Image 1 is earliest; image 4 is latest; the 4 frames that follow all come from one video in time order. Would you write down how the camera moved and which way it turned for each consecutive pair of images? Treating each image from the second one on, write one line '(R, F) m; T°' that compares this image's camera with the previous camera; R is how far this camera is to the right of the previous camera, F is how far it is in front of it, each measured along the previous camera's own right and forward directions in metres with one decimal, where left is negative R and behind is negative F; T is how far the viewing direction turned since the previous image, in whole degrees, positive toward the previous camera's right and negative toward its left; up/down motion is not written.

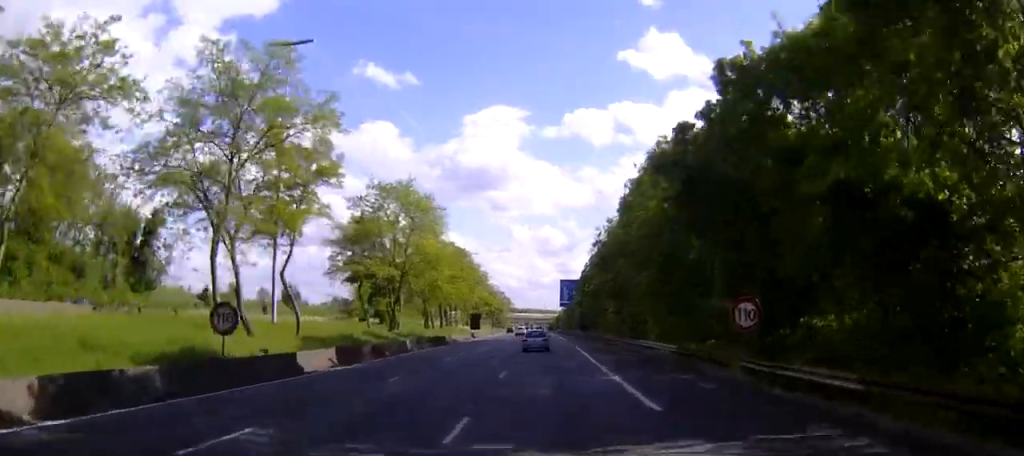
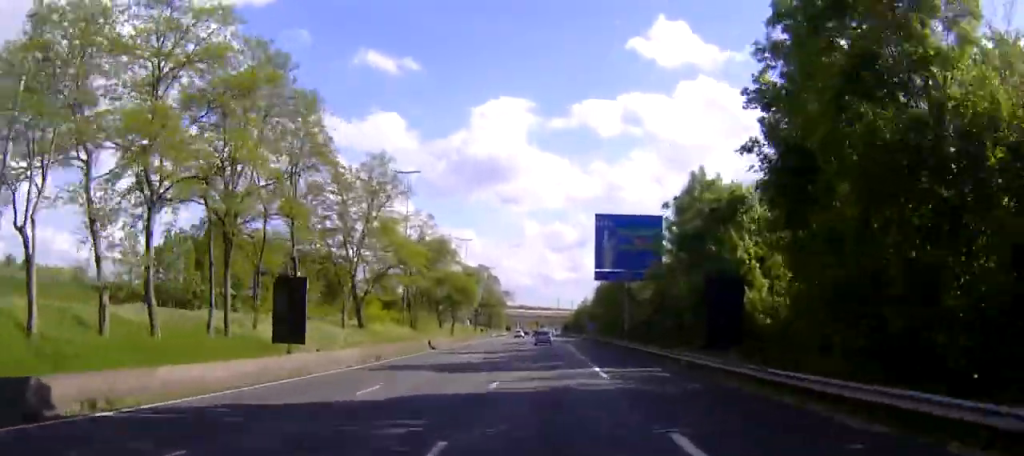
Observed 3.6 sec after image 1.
(-0.4, +95.3) m; -1°
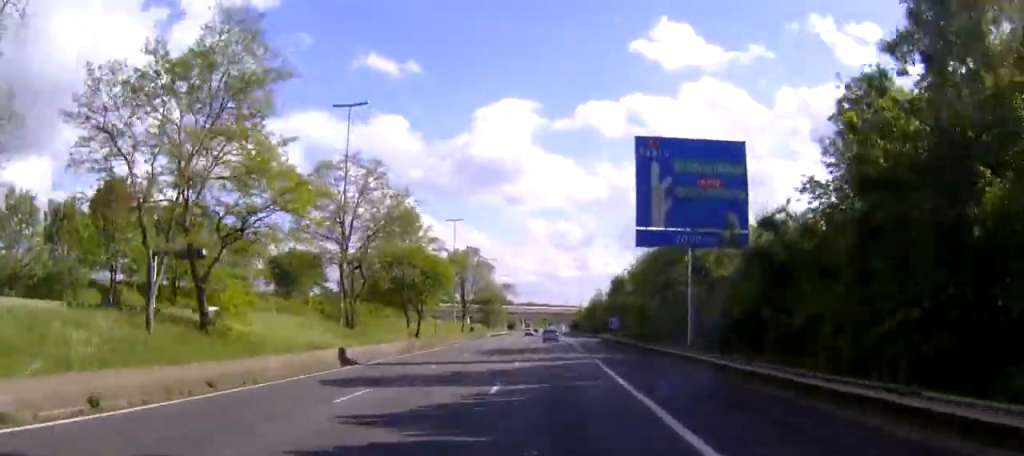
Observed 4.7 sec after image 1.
(-0.2, +29.1) m; 0°
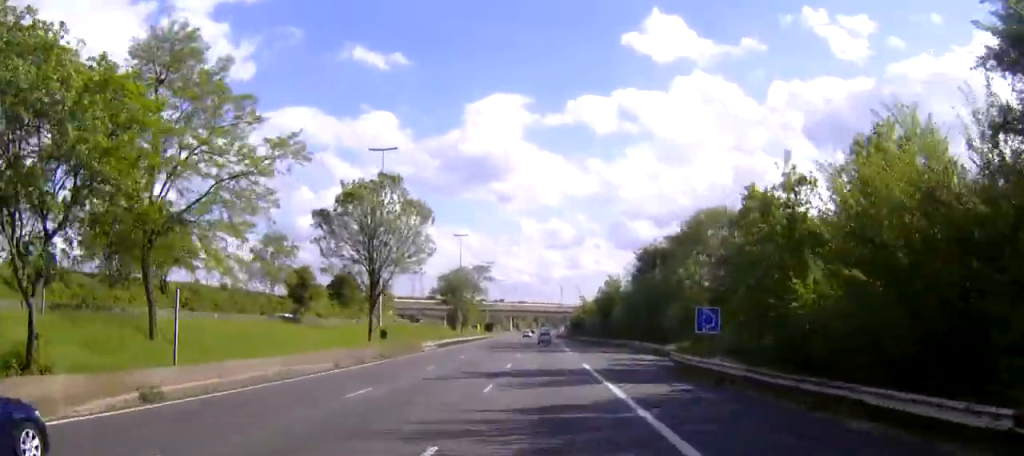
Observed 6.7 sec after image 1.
(0.0, +51.3) m; +1°
